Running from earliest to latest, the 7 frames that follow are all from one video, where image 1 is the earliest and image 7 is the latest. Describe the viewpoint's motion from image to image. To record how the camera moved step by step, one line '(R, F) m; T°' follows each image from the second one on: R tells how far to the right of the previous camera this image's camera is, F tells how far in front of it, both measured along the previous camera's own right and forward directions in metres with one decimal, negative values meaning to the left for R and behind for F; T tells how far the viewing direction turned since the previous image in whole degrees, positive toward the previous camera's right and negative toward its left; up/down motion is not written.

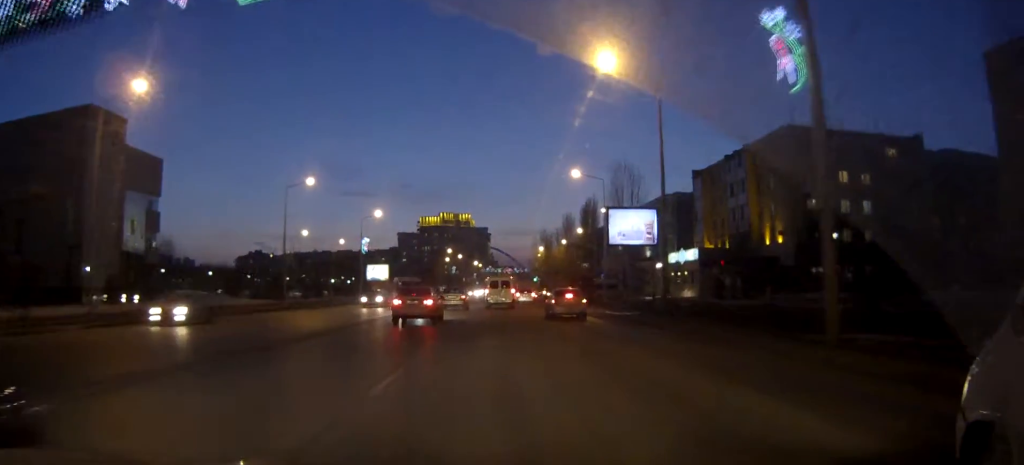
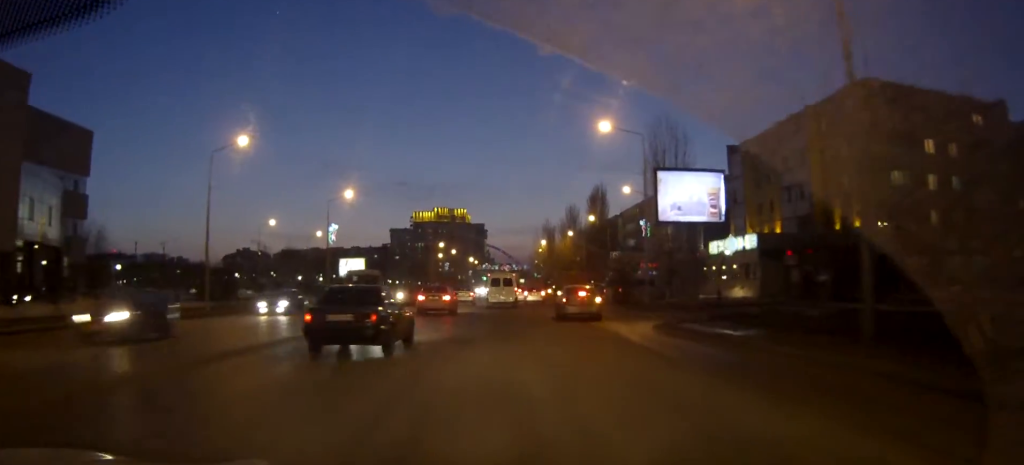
(+0.2, +18.1) m; +1°
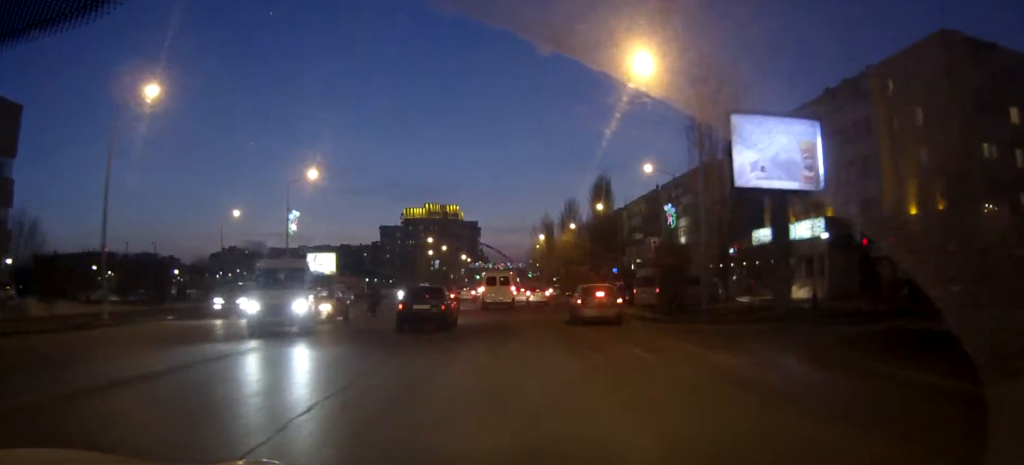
(+0.1, +13.7) m; +1°
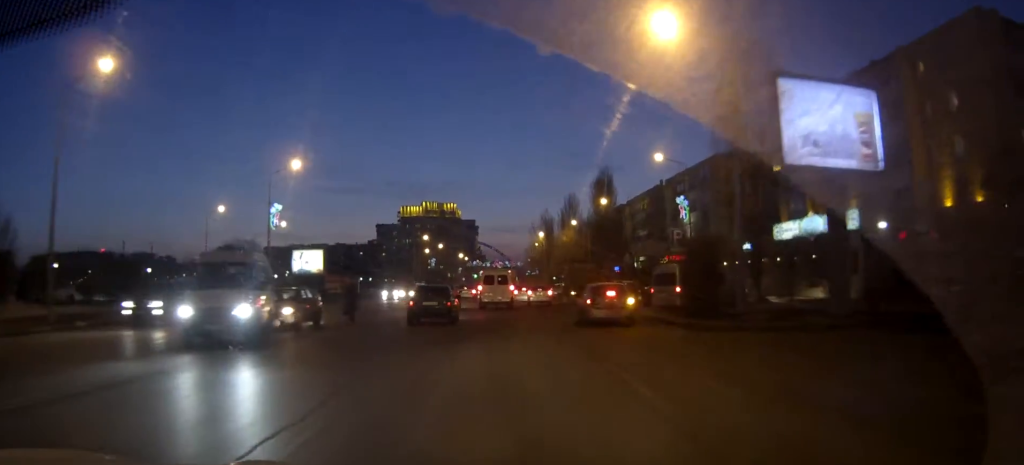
(0.0, +5.0) m; 0°
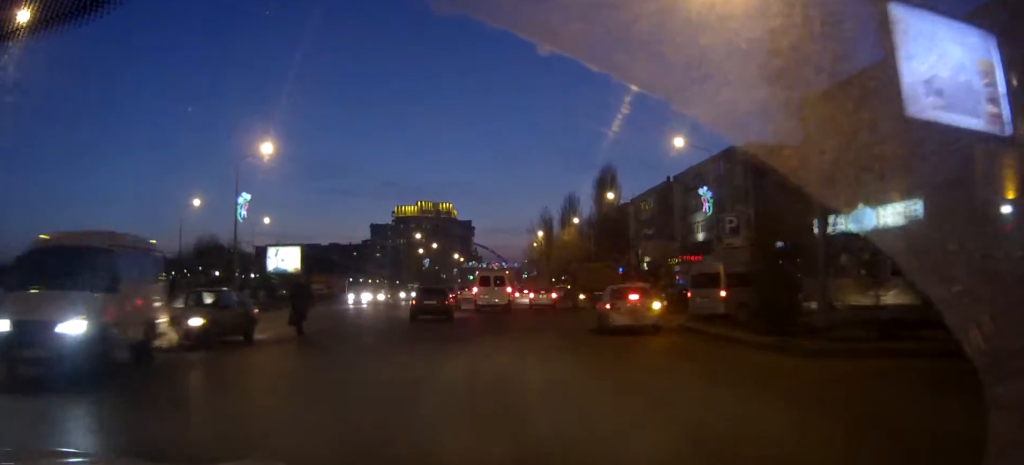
(0.0, +7.4) m; 0°
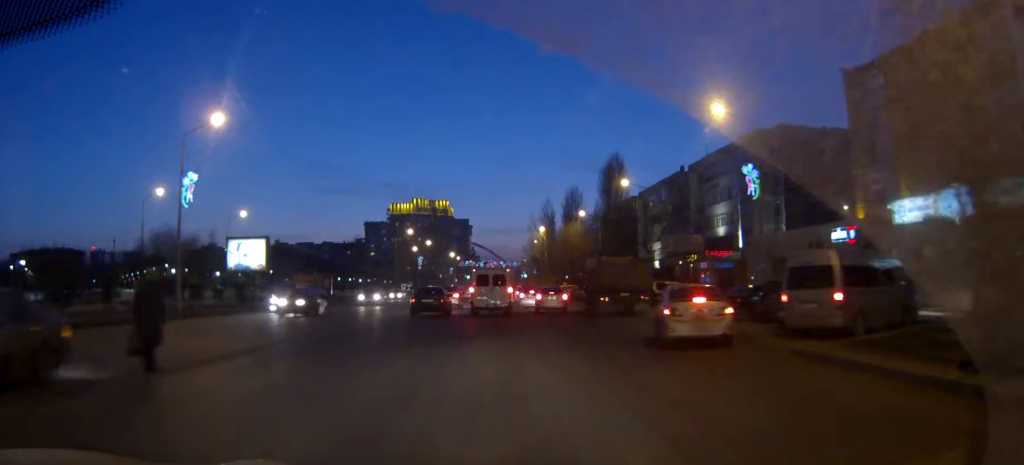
(0.0, +9.8) m; 0°
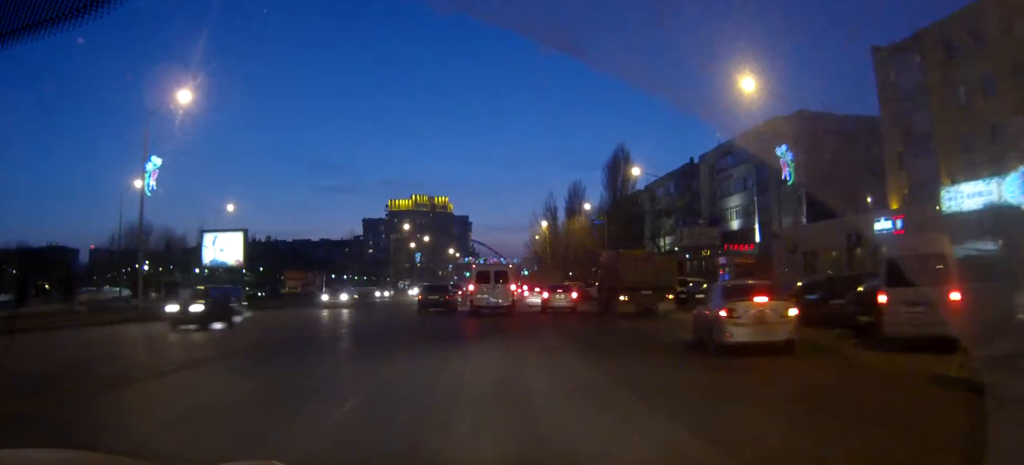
(0.0, +5.4) m; 0°
